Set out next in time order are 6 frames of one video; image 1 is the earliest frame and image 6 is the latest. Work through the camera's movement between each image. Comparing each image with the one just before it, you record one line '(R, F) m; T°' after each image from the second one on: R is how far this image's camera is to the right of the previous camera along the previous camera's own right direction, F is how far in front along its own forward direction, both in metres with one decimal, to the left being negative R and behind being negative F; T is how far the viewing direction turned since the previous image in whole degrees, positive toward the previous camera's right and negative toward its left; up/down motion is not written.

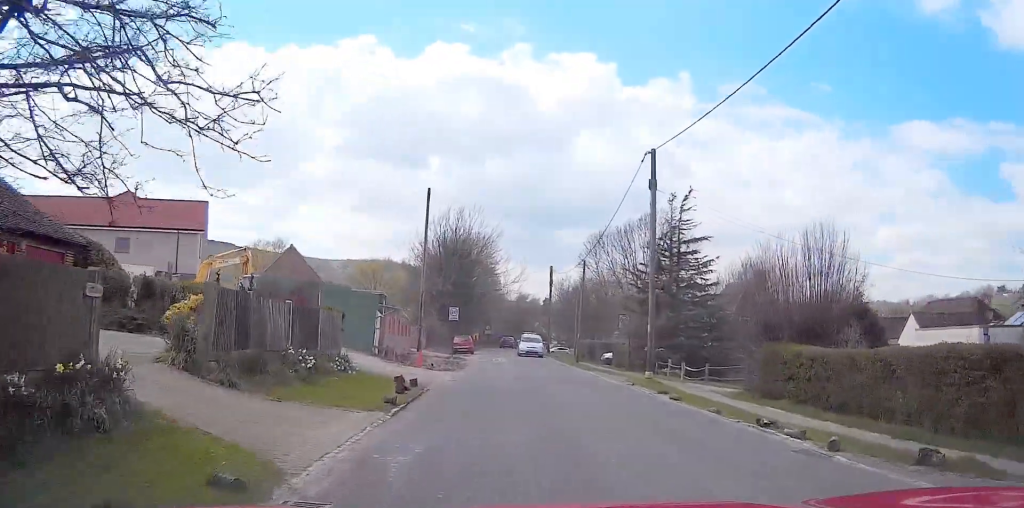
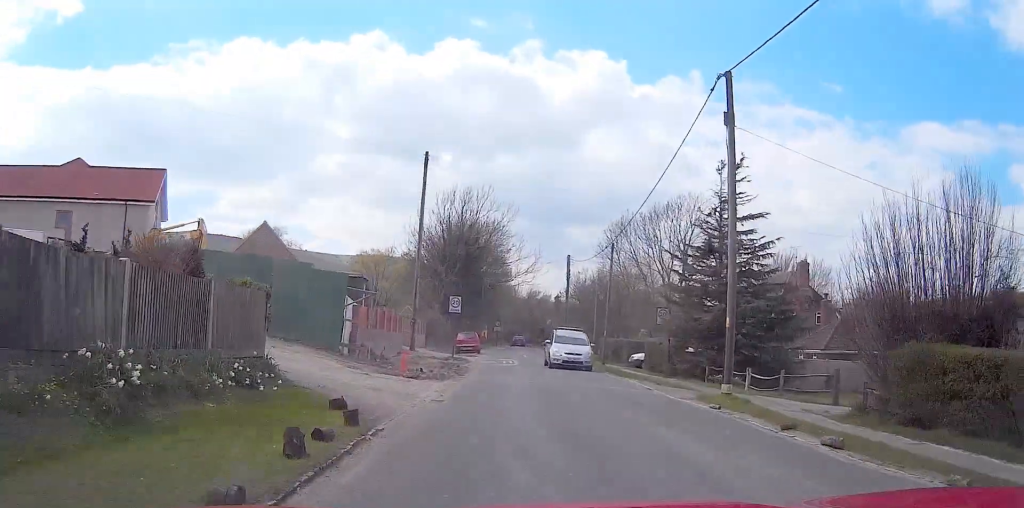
(-0.1, +6.7) m; 0°
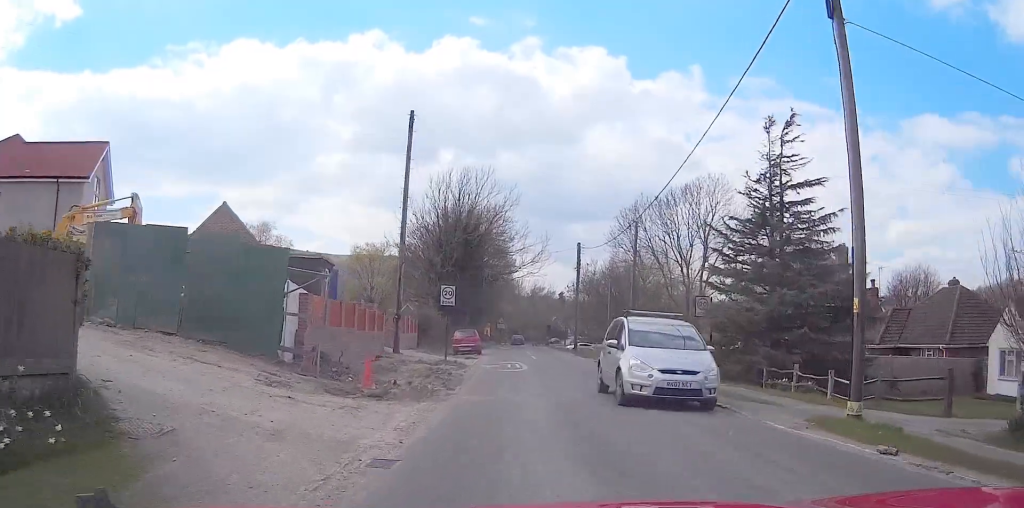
(0.0, +6.5) m; -1°
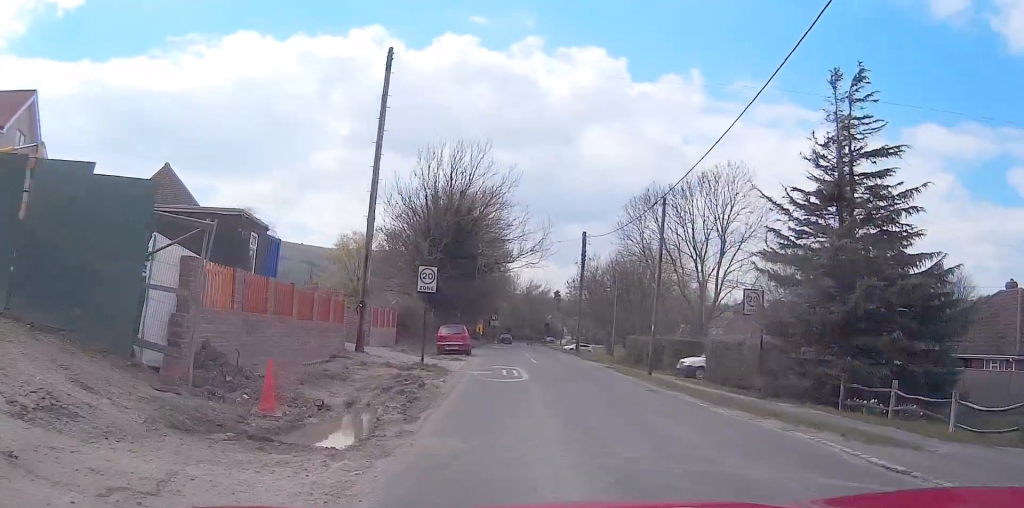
(-0.1, +6.6) m; -1°
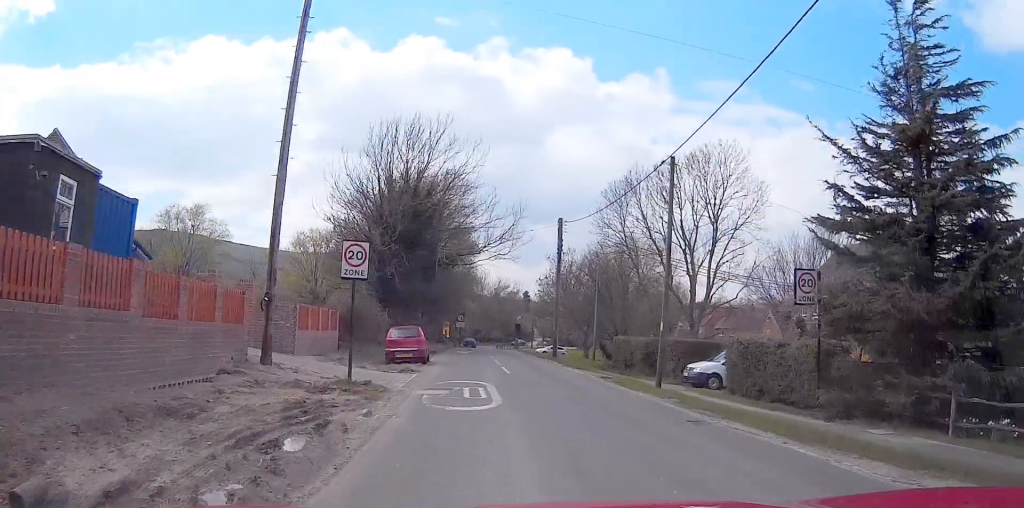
(0.0, +6.6) m; +1°
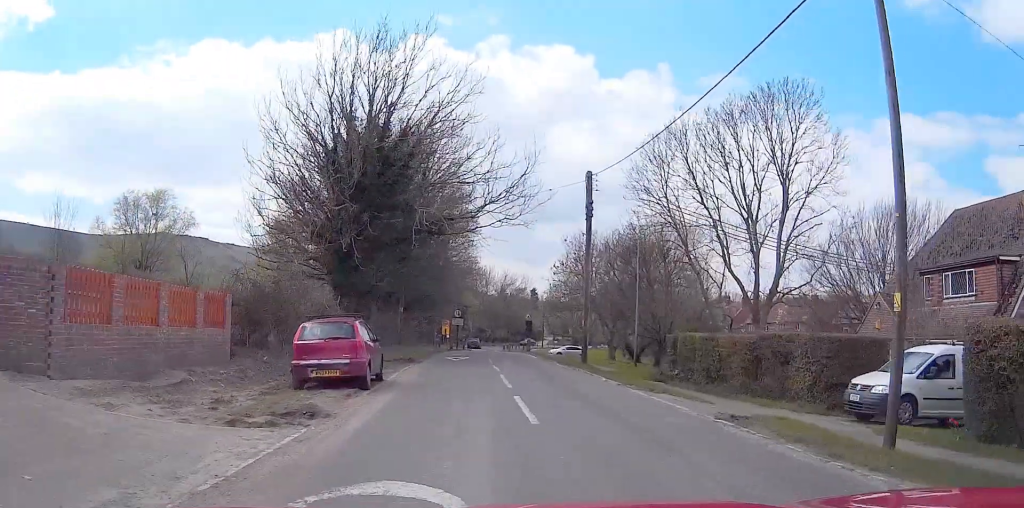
(+0.2, +13.3) m; 0°
